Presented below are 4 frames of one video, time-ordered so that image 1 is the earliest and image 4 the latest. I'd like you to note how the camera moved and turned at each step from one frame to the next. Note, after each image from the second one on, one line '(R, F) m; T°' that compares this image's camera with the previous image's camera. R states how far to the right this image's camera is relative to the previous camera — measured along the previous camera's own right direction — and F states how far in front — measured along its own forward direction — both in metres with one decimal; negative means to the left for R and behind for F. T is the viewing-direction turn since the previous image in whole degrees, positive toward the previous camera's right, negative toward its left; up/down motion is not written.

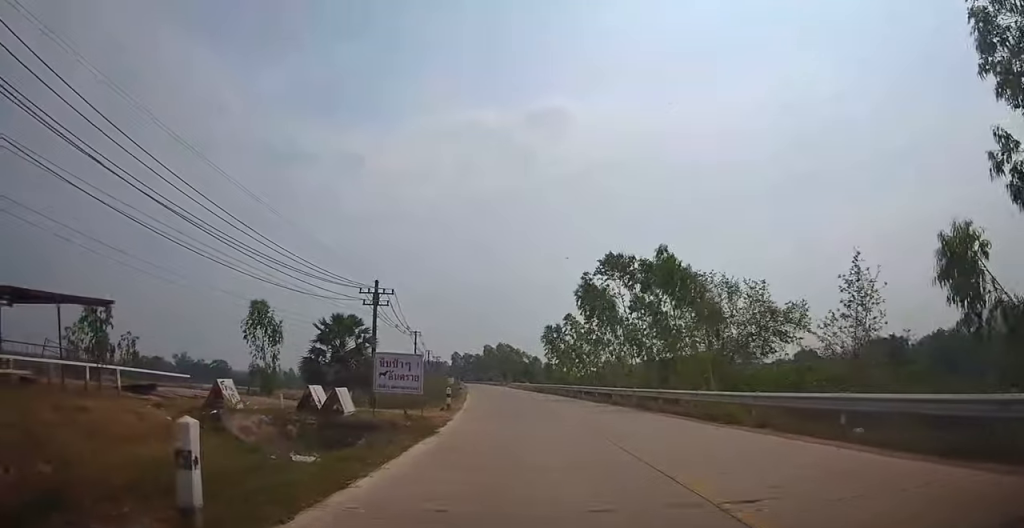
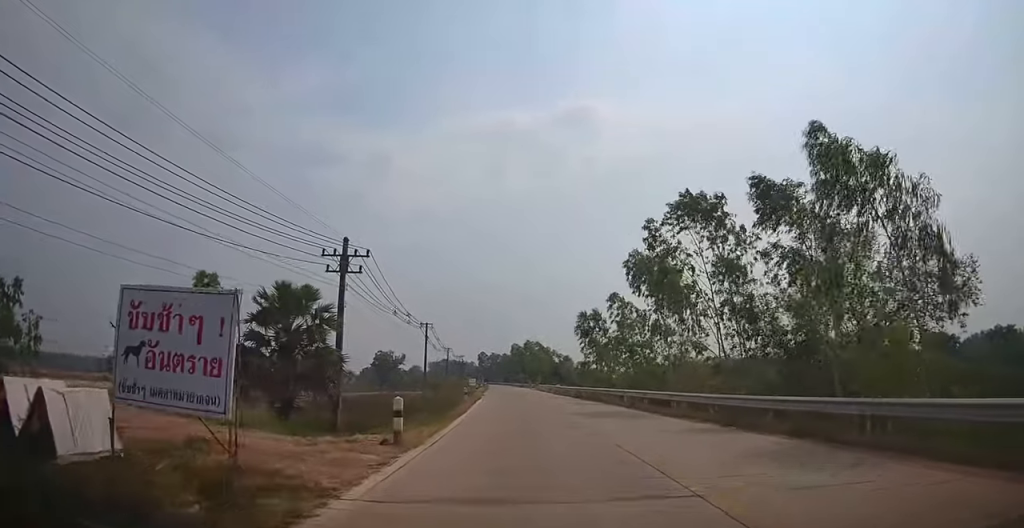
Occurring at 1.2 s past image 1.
(+0.1, +12.8) m; -1°
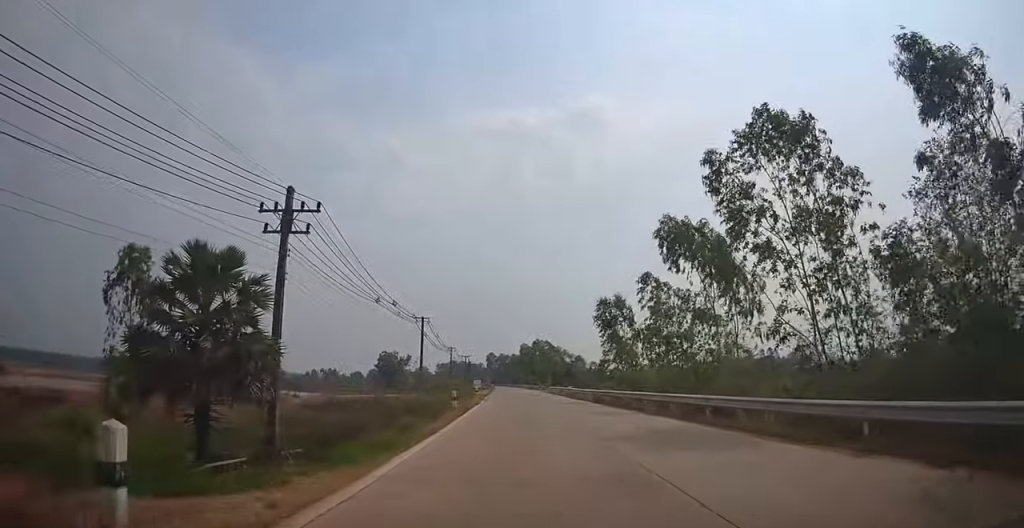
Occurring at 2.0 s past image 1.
(-0.2, +7.9) m; -2°
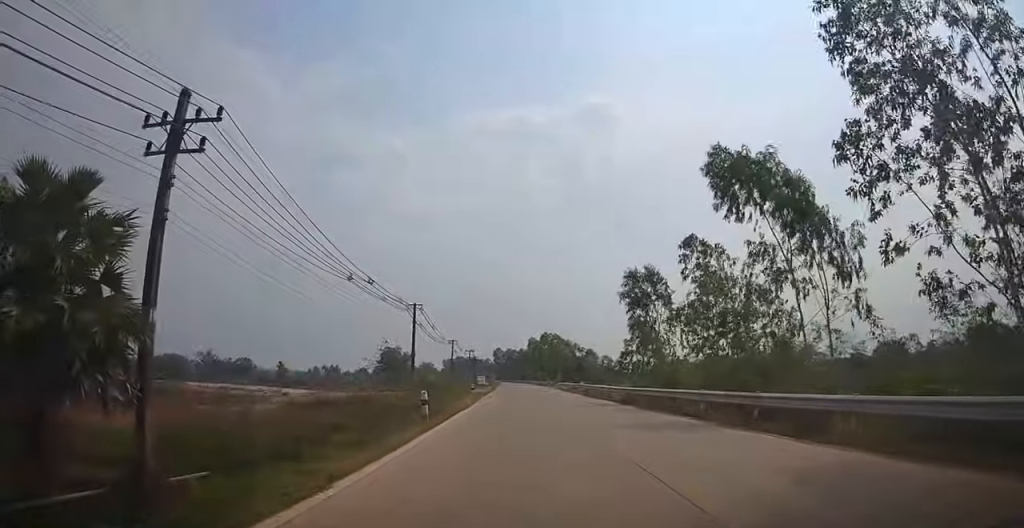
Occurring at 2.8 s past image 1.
(-0.2, +7.6) m; -1°
